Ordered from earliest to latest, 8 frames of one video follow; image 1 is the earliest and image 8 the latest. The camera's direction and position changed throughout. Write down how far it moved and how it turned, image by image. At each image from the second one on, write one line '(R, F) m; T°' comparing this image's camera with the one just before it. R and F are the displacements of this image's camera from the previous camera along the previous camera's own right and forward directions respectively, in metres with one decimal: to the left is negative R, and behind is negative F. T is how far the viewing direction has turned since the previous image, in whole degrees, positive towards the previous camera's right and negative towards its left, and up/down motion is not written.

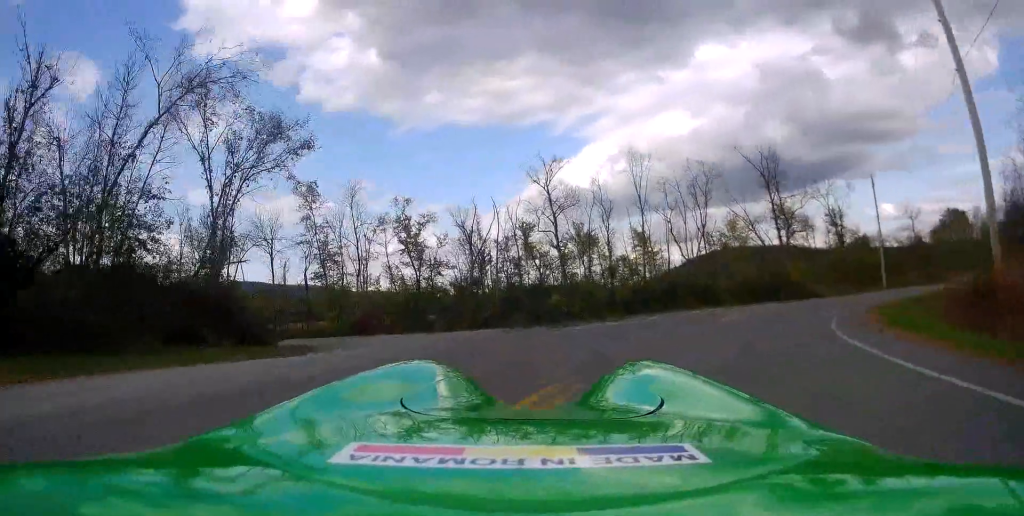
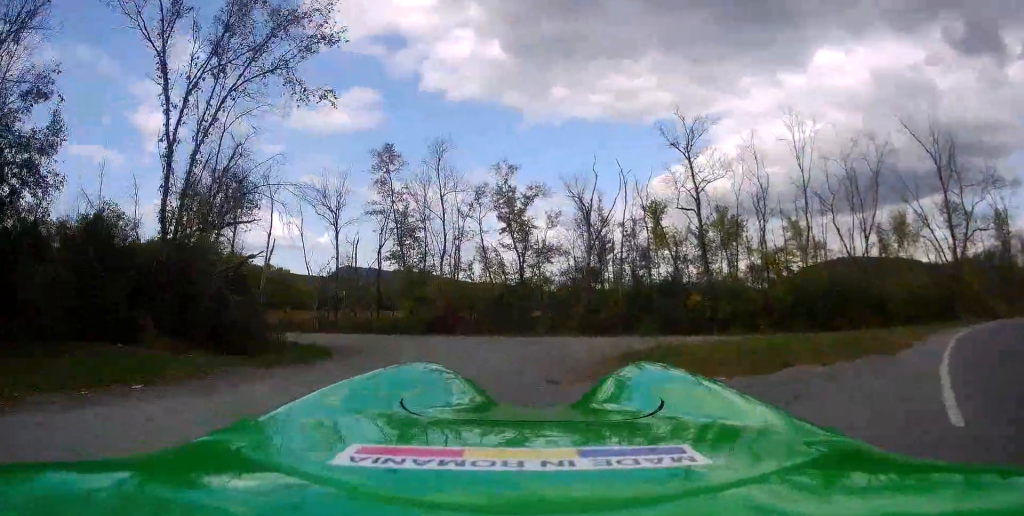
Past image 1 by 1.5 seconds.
(-0.2, +12.4) m; -7°
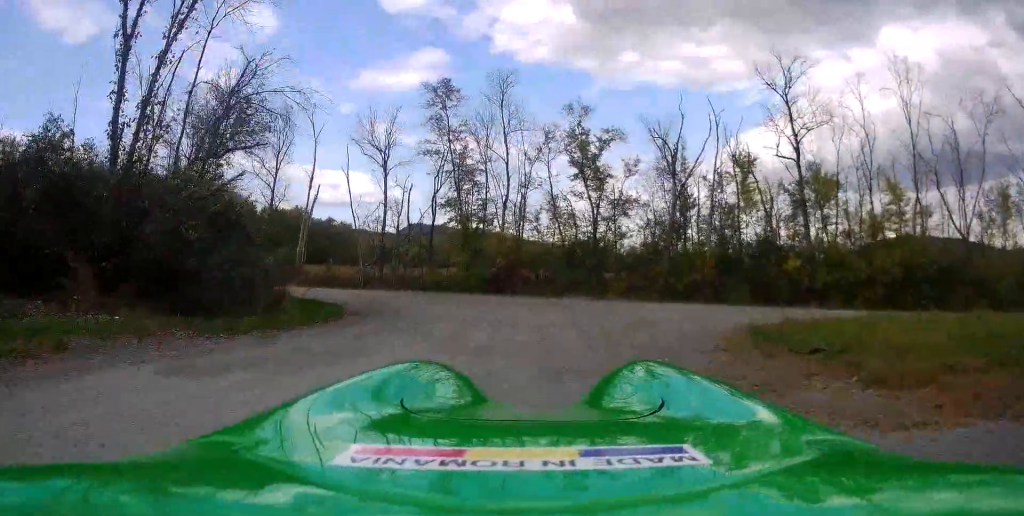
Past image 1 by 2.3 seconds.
(-0.3, +5.7) m; -7°
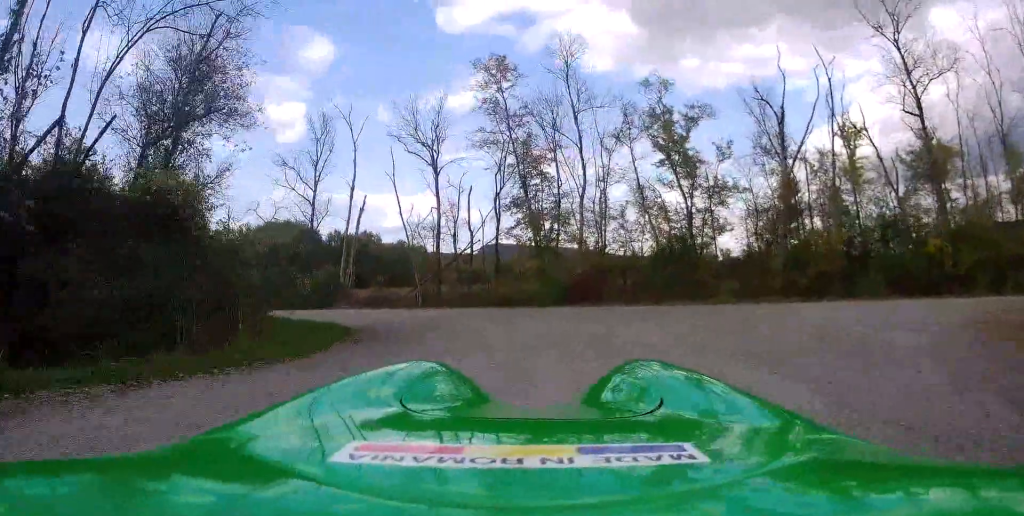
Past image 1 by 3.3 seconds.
(-0.5, +6.8) m; -10°
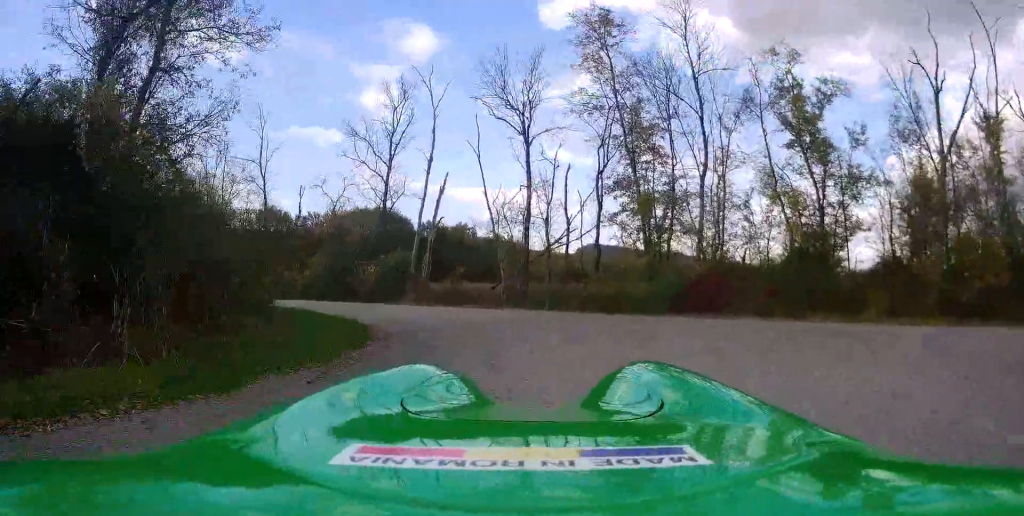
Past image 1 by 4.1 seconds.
(-0.5, +5.6) m; -5°
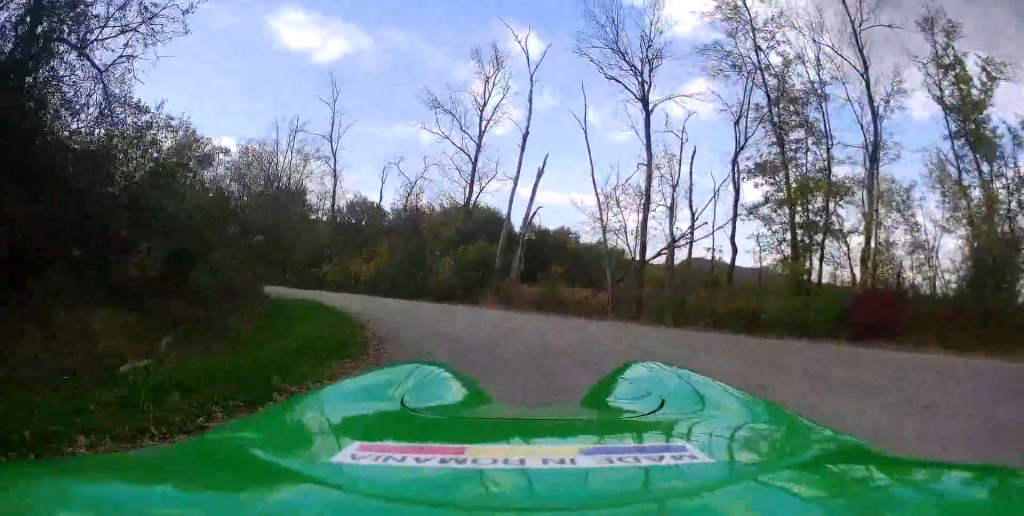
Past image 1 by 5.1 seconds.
(-0.1, +6.4) m; -10°
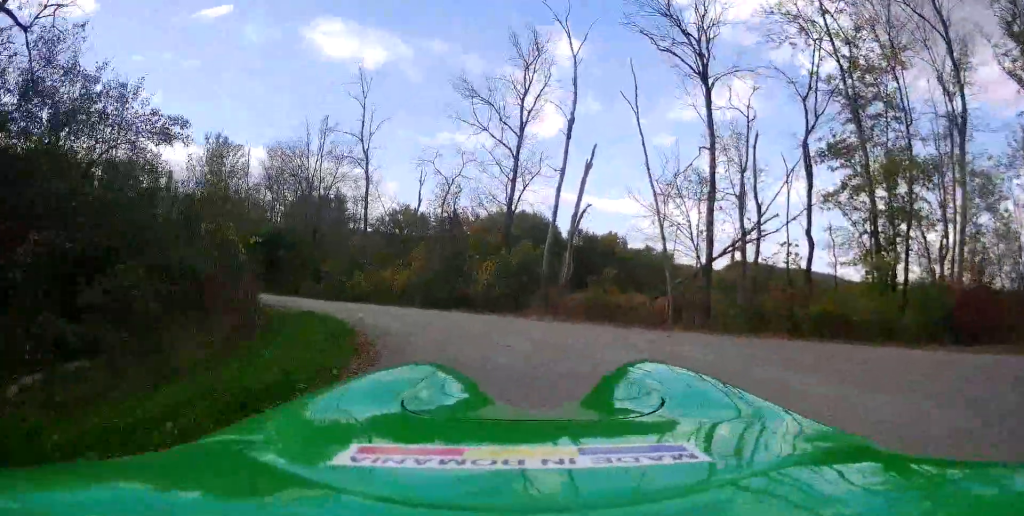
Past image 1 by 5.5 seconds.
(-0.2, +3.0) m; -5°
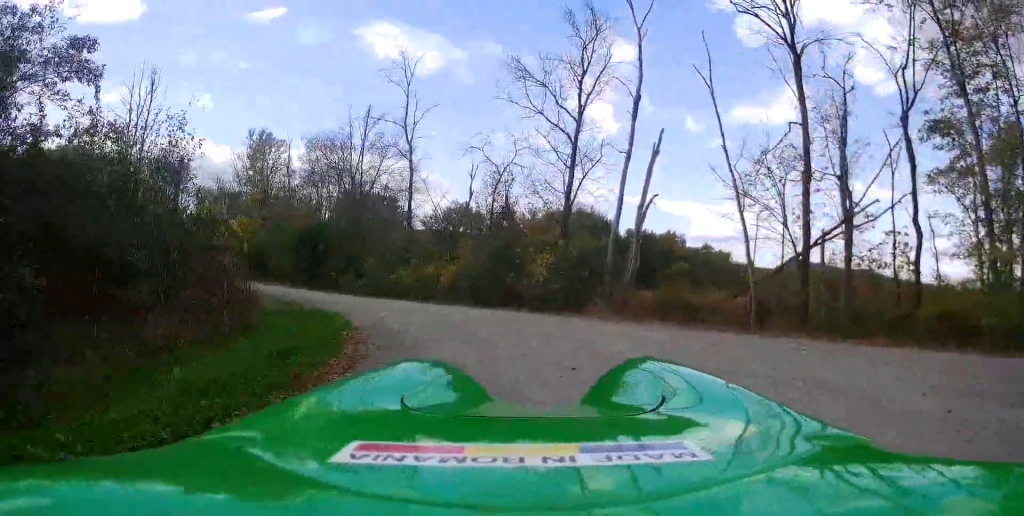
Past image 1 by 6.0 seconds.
(-0.5, +3.3) m; -5°
